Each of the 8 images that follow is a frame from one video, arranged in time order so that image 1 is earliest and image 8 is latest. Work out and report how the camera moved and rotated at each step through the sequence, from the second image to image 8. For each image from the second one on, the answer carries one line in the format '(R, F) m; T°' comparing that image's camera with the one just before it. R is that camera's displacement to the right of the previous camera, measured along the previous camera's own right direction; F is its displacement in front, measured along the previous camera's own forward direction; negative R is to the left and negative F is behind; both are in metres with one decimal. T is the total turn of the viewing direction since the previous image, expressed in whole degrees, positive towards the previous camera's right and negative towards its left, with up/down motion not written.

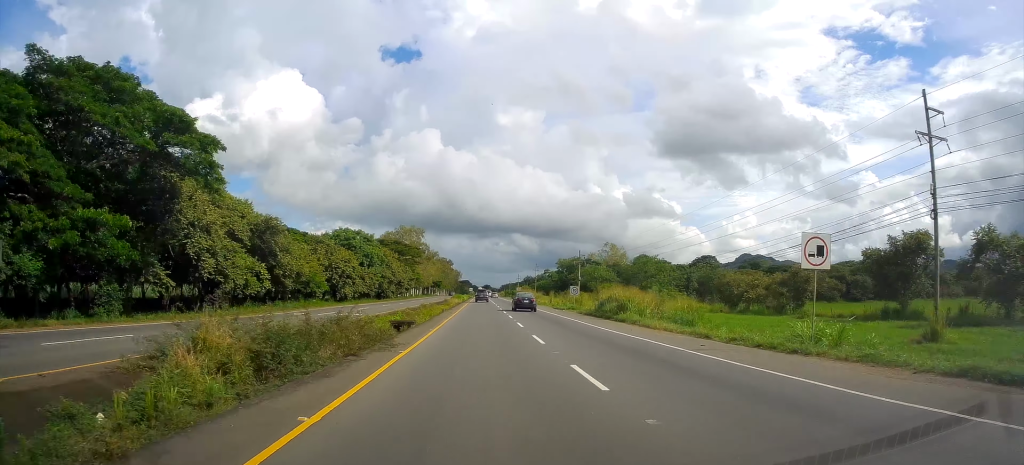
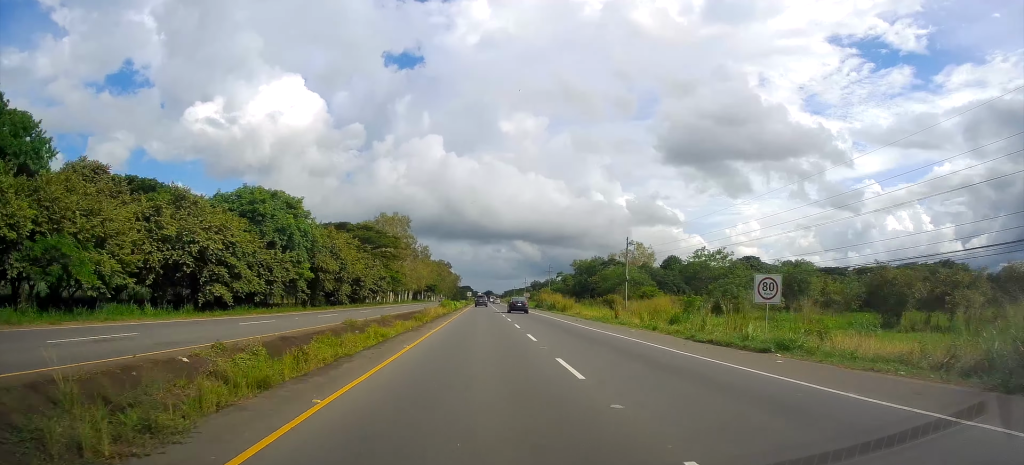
(+0.1, +39.8) m; 0°
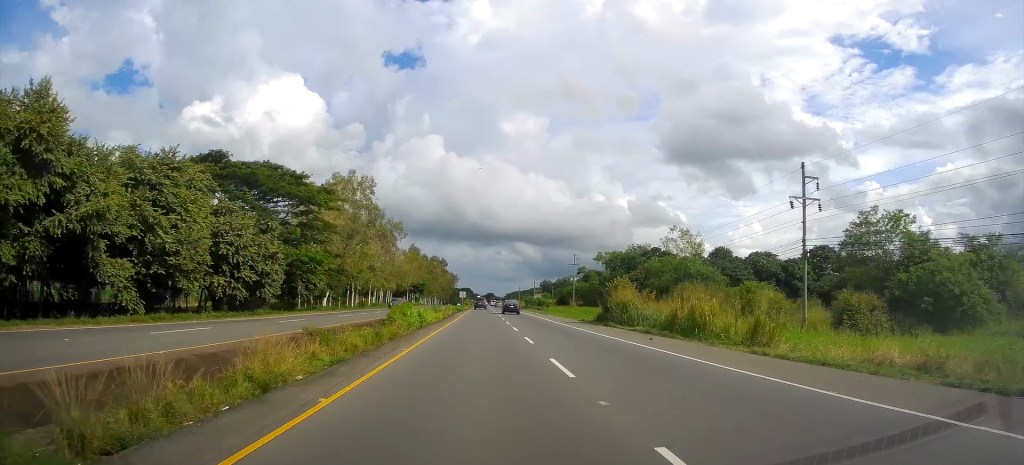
(-0.2, +48.8) m; 0°
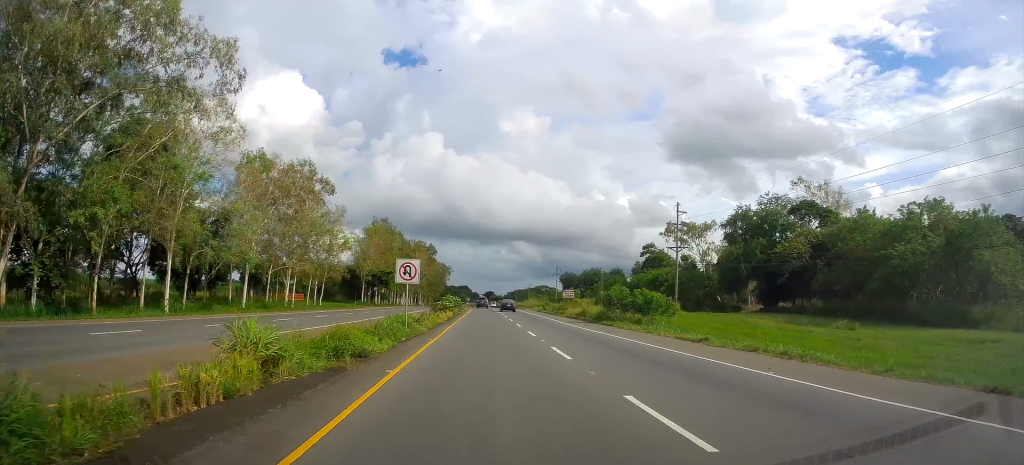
(+0.3, +71.4) m; 0°
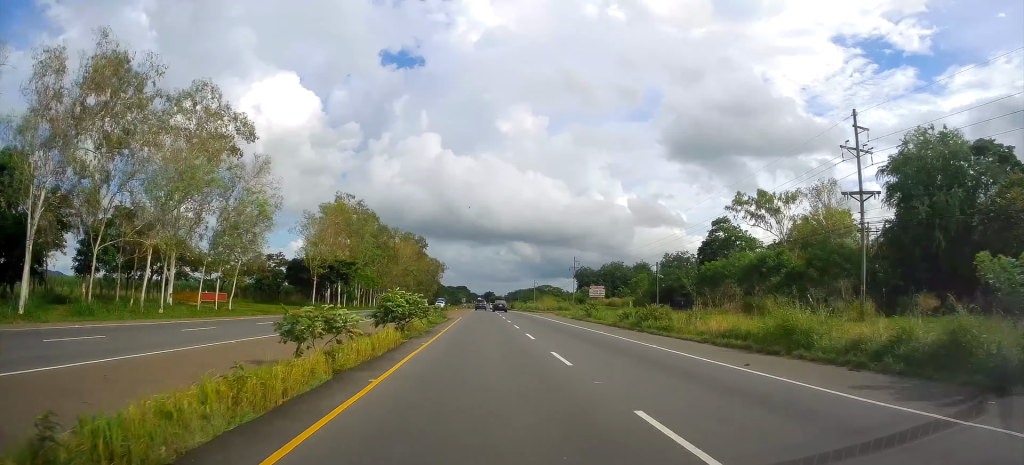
(-0.2, +33.6) m; 0°
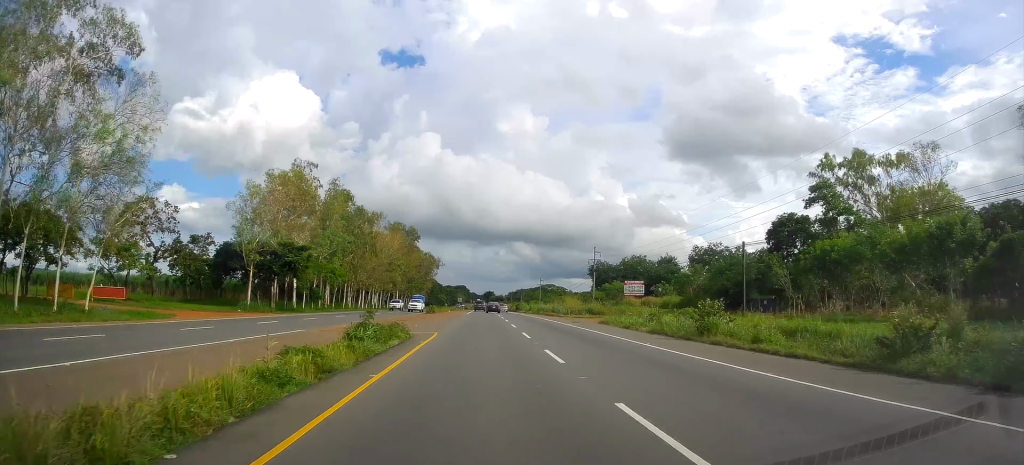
(-0.1, +24.7) m; 0°
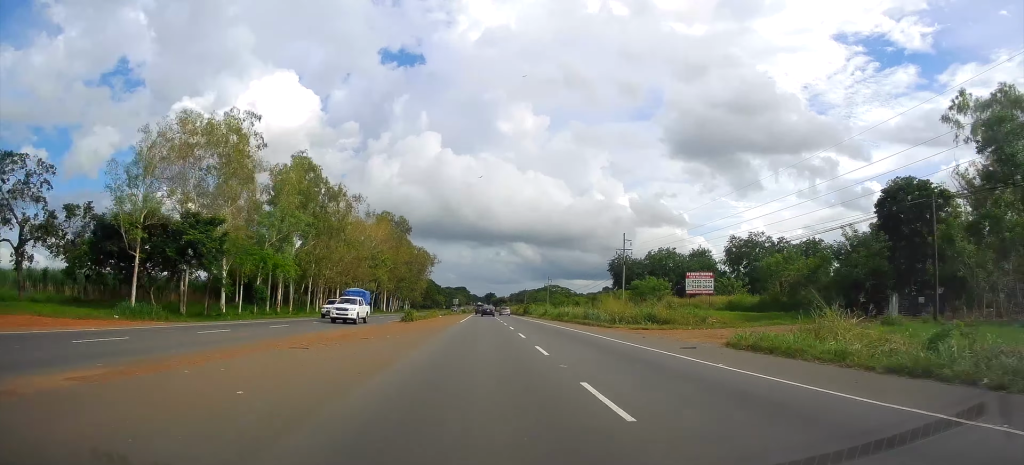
(0.0, +22.5) m; 0°
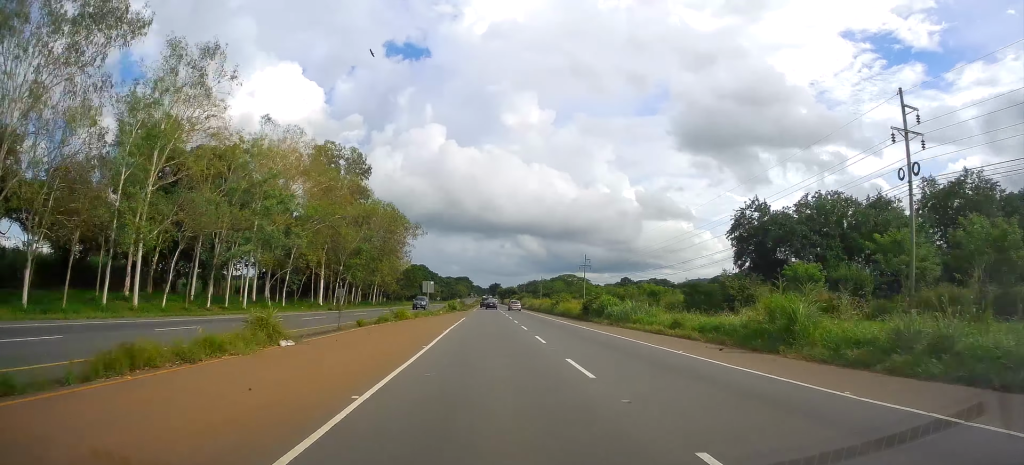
(+0.4, +61.0) m; +1°
